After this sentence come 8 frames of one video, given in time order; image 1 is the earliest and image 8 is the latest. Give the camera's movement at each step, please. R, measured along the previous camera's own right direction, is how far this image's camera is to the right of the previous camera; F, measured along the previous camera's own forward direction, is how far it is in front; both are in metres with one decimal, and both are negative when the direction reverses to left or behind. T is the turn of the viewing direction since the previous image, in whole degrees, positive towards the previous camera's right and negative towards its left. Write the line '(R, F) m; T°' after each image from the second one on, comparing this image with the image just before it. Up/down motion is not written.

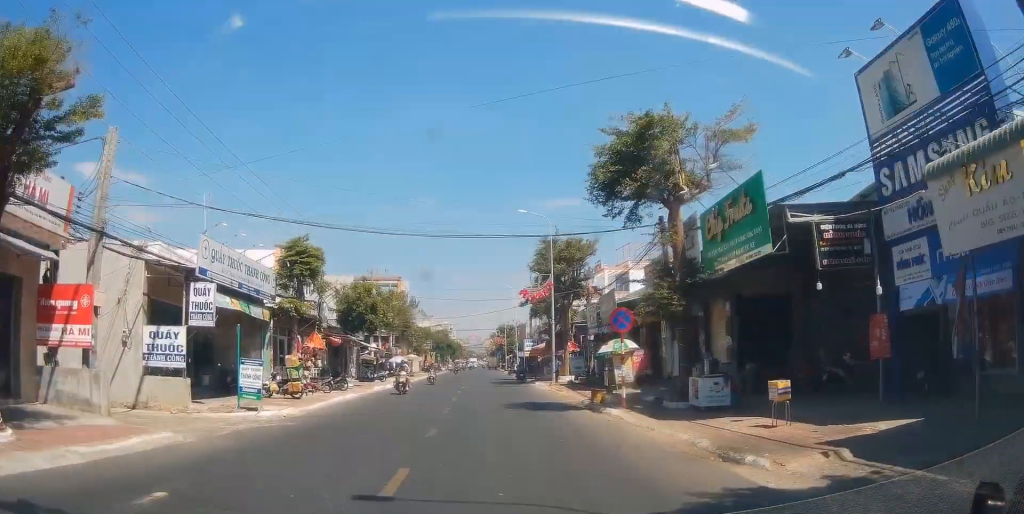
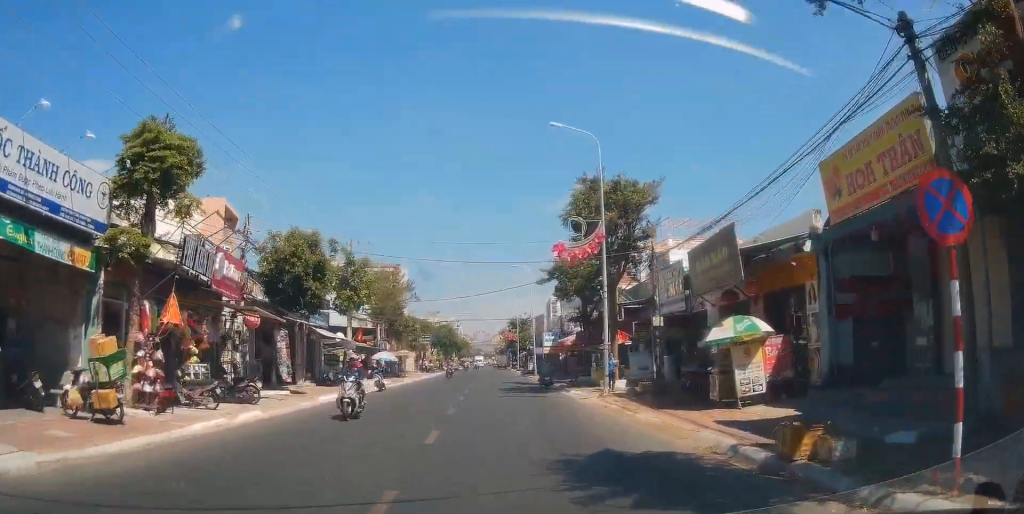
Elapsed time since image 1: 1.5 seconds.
(-0.2, +13.7) m; -2°
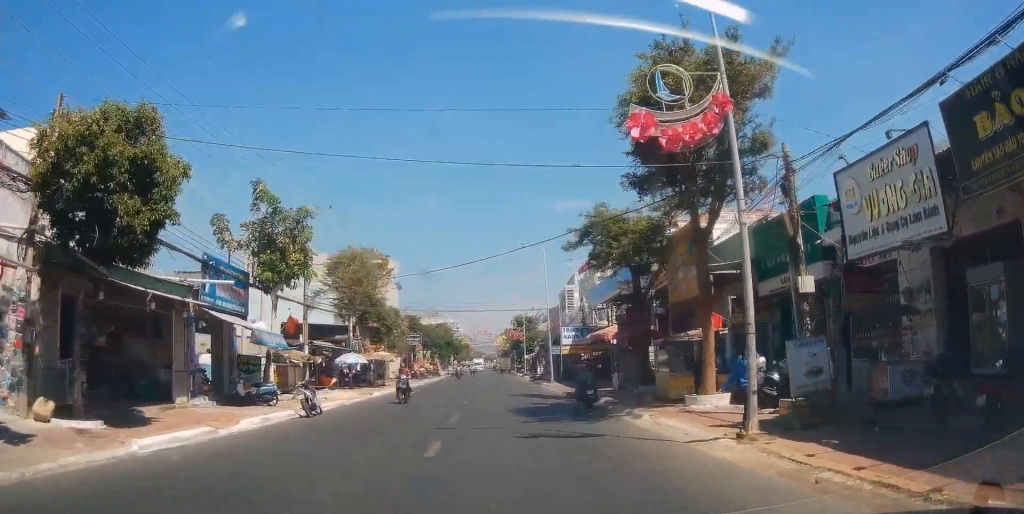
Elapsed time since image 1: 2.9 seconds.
(0.0, +12.6) m; 0°
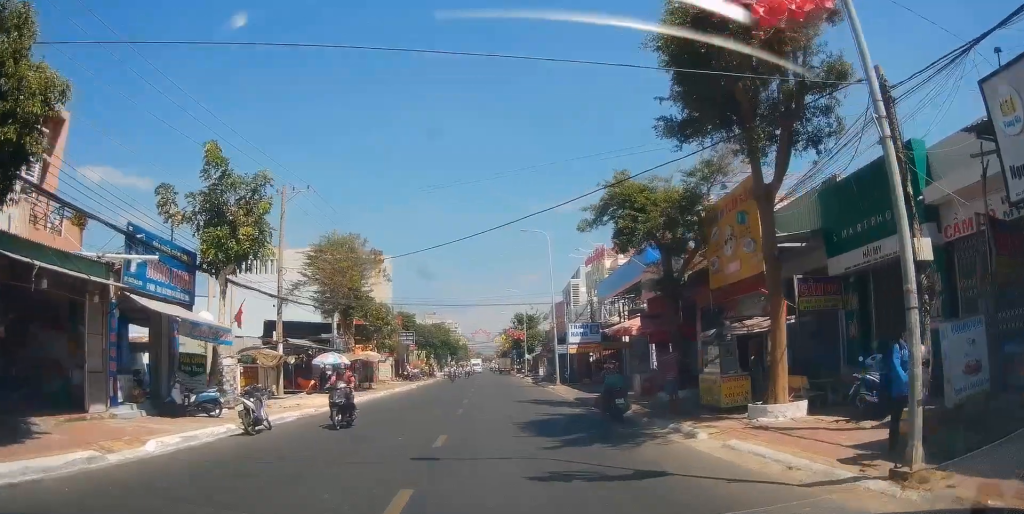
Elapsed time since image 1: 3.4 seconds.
(+0.1, +4.5) m; -1°
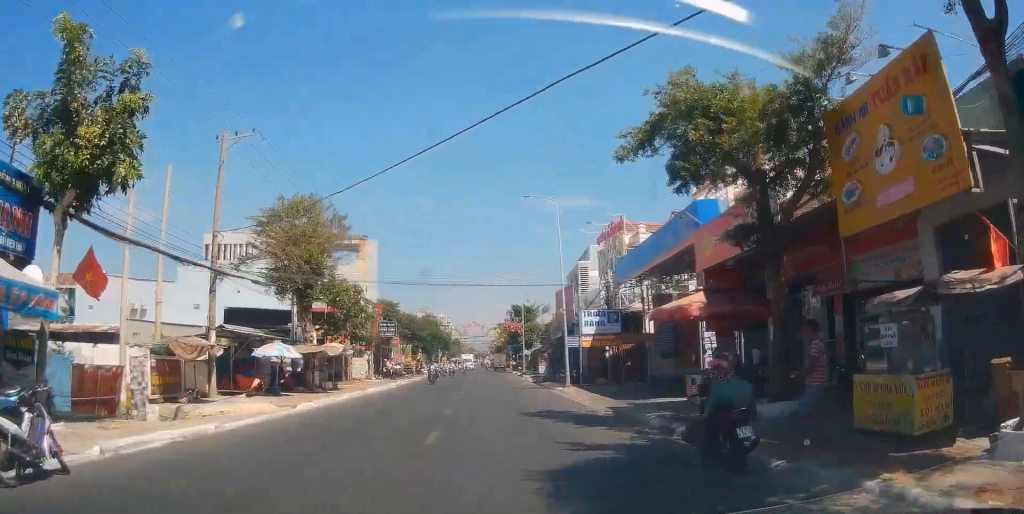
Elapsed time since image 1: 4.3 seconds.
(-0.3, +7.9) m; -2°
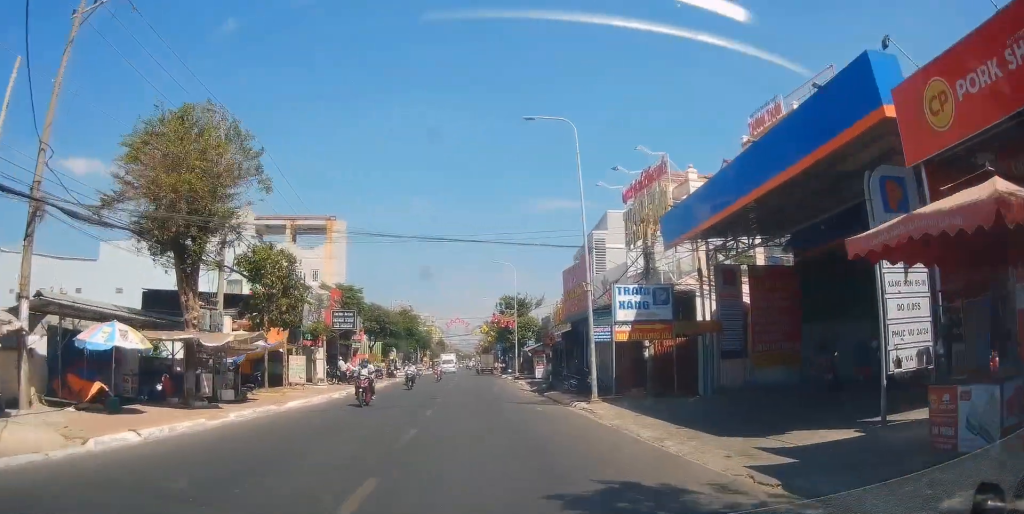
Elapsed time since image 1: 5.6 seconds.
(+0.1, +11.4) m; +1°
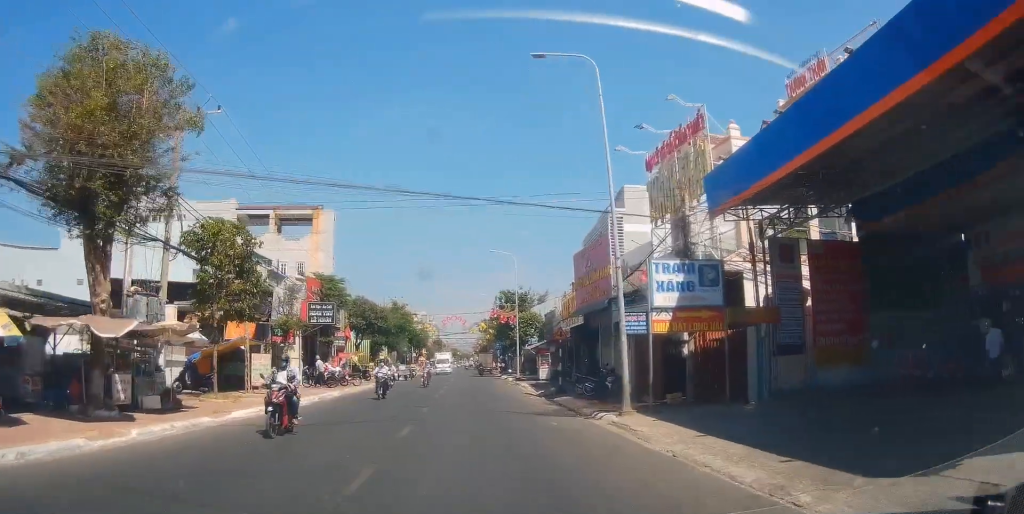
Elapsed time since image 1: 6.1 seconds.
(+0.1, +5.0) m; +1°
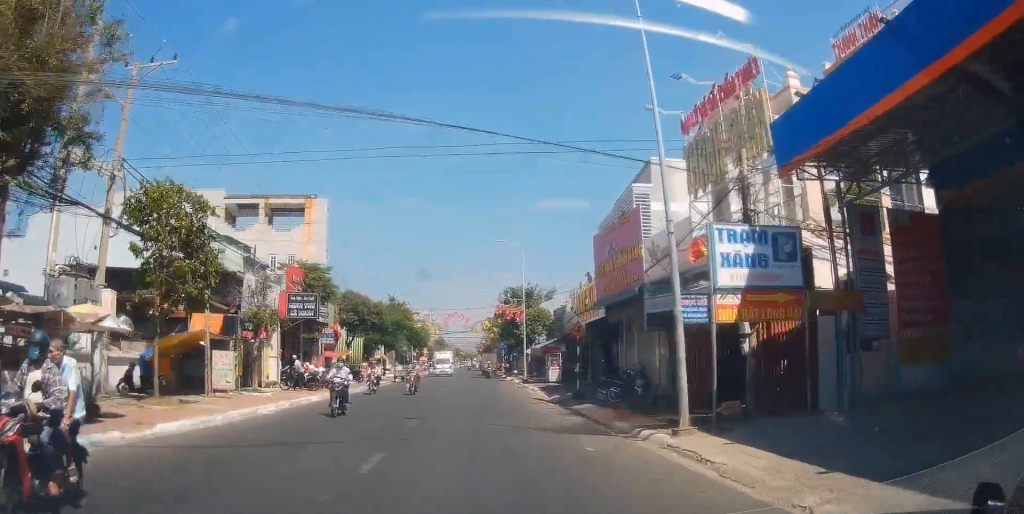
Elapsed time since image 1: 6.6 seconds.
(0.0, +4.4) m; 0°
